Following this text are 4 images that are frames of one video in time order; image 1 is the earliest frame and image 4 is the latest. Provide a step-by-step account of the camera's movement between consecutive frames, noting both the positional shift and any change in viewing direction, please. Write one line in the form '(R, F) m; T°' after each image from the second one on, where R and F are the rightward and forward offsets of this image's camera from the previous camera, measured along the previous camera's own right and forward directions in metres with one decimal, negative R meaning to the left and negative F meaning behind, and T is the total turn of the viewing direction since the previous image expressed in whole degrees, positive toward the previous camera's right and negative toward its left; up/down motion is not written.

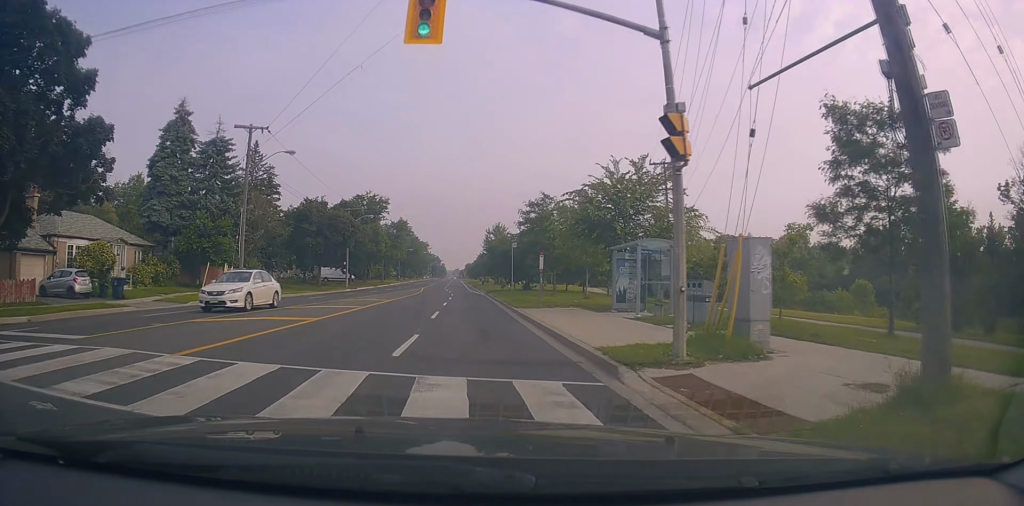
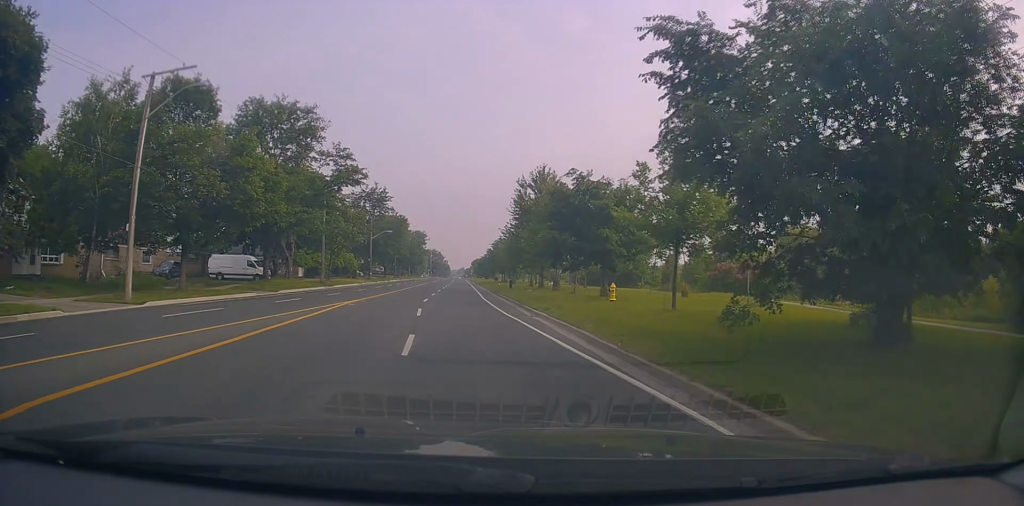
(+1.6, +49.7) m; +1°
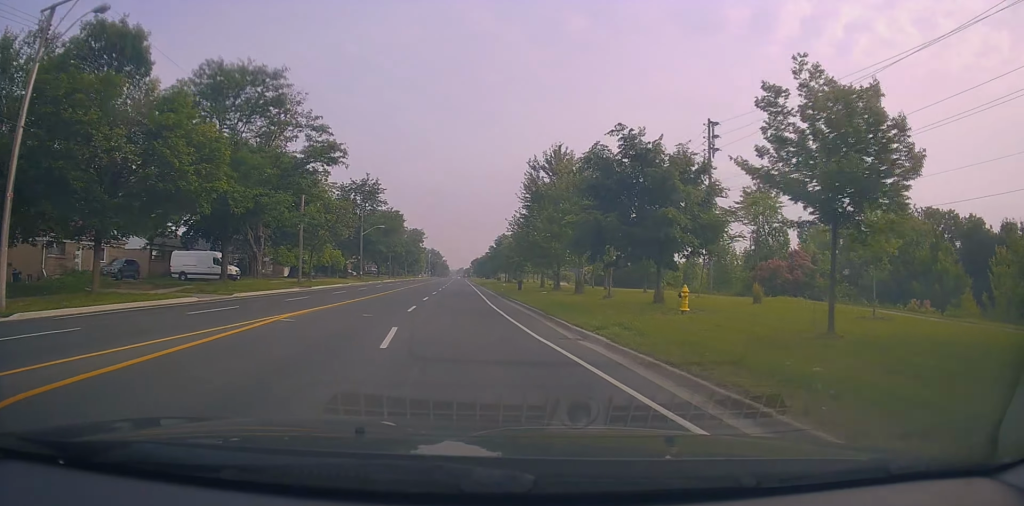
(0.0, +8.2) m; 0°
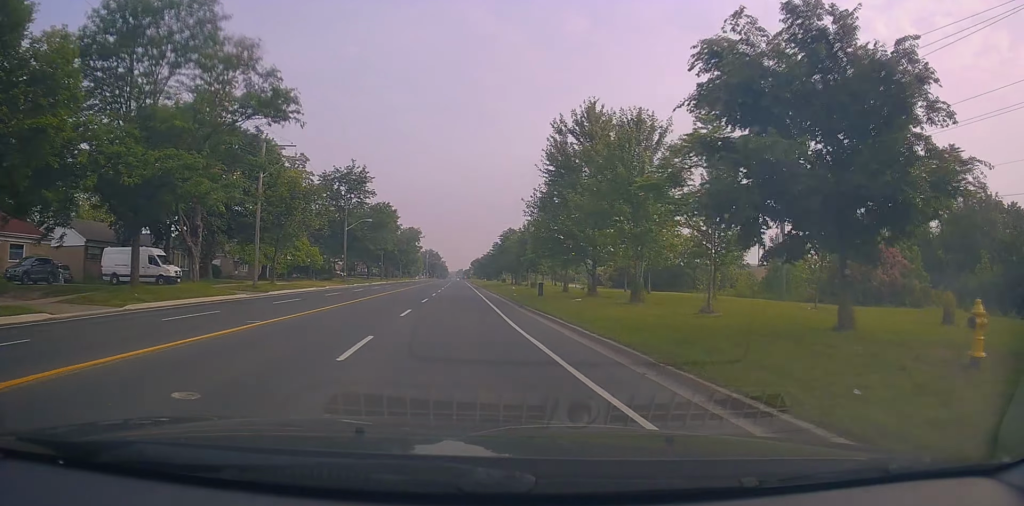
(0.0, +11.1) m; -1°
